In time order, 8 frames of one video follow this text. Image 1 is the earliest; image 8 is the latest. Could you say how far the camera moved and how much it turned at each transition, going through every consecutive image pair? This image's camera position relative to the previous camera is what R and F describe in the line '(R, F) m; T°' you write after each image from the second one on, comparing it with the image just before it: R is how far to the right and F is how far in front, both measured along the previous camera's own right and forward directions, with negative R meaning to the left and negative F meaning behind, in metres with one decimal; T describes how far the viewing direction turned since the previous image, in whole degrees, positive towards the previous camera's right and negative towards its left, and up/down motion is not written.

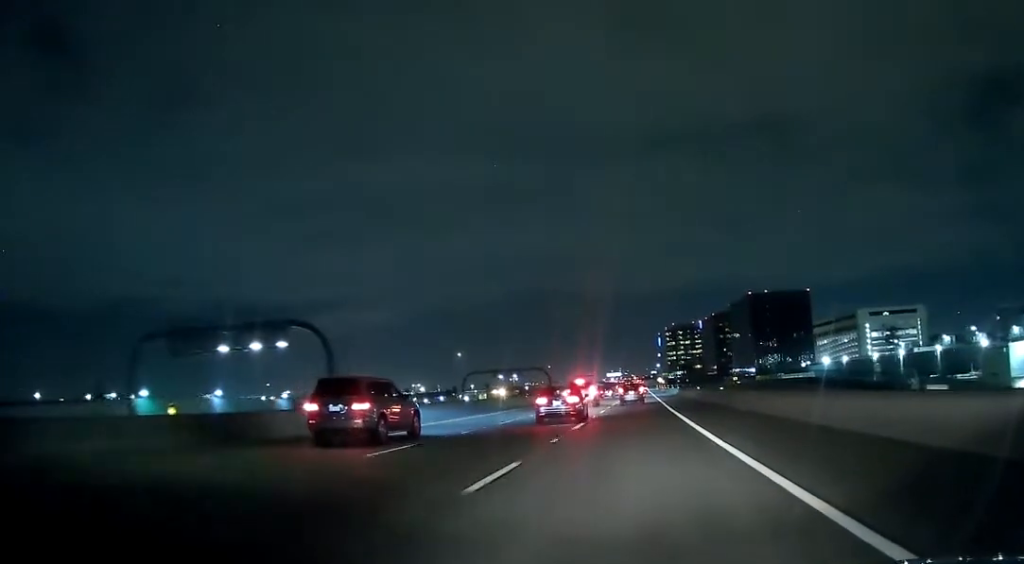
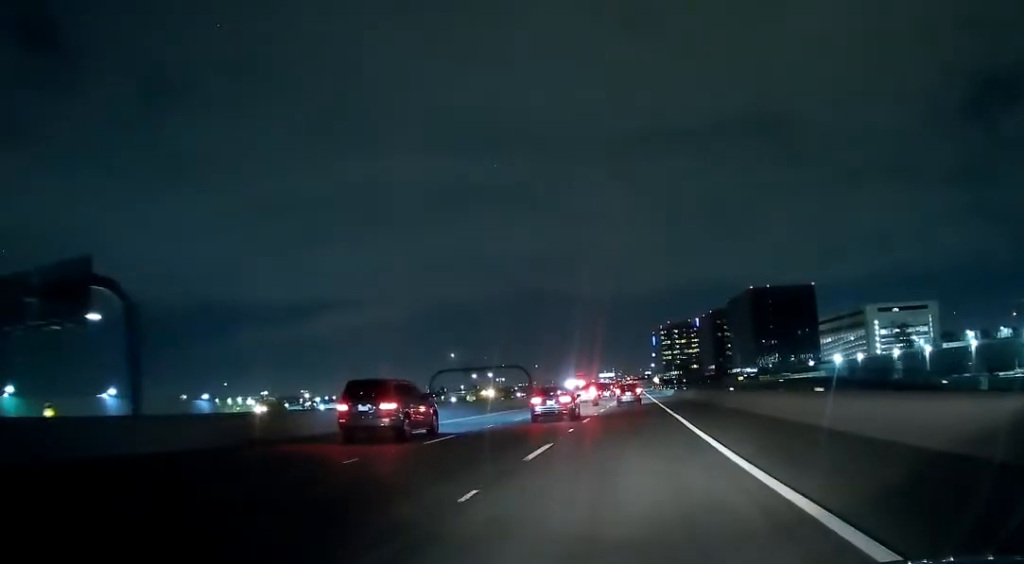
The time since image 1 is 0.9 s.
(+0.2, +24.6) m; +1°
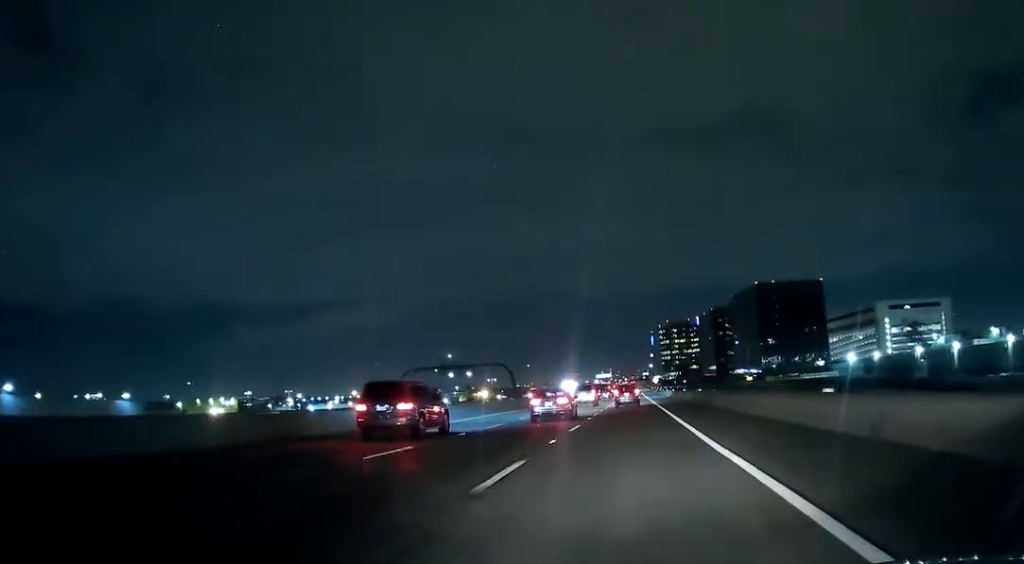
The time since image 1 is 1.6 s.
(0.0, +18.5) m; 0°
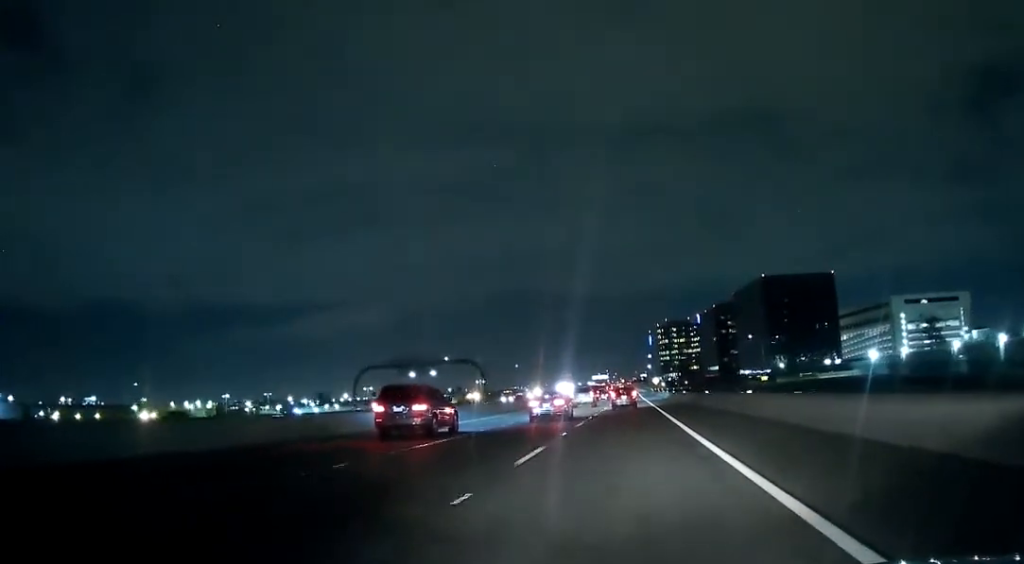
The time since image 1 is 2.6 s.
(0.0, +25.0) m; 0°
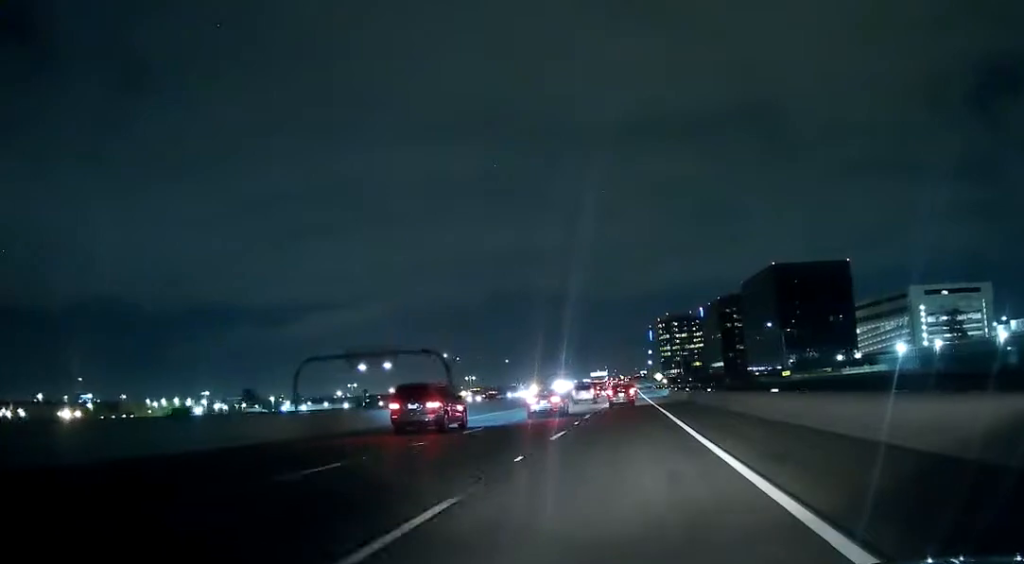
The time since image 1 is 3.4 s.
(0.0, +23.4) m; 0°
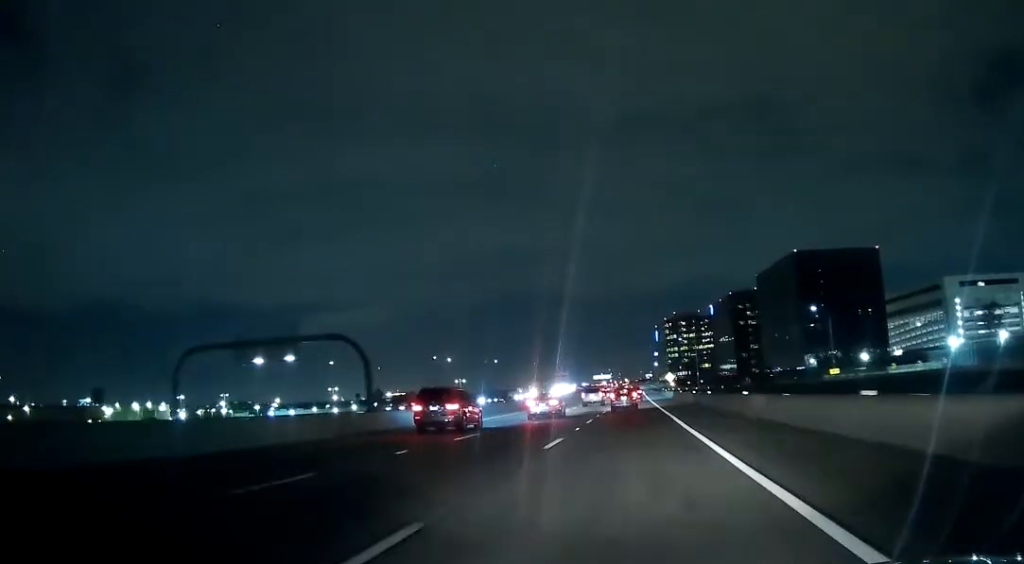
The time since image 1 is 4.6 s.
(0.0, +30.8) m; 0°
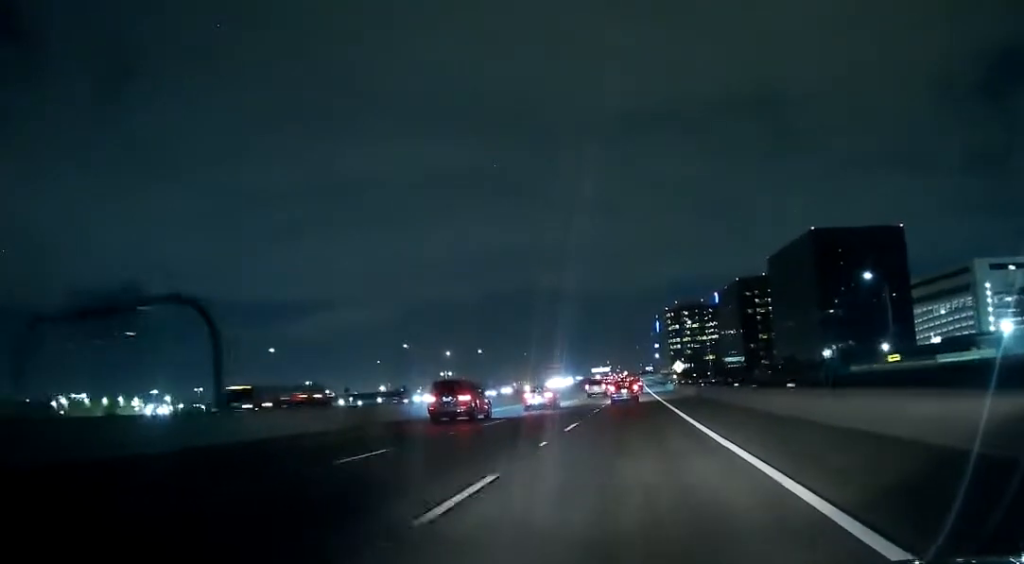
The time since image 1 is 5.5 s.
(0.0, +25.4) m; 0°
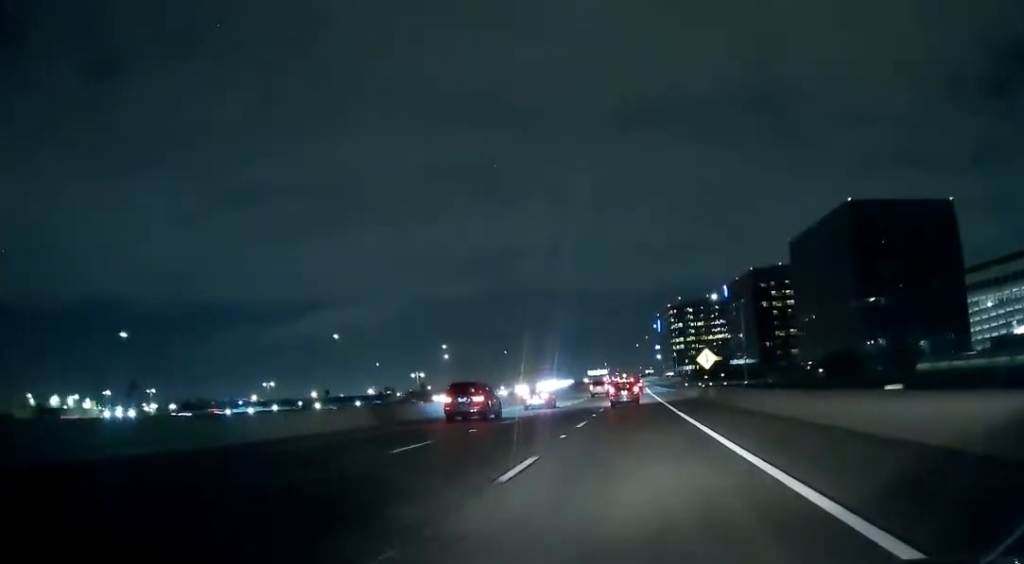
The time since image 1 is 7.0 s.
(-0.2, +40.1) m; 0°
